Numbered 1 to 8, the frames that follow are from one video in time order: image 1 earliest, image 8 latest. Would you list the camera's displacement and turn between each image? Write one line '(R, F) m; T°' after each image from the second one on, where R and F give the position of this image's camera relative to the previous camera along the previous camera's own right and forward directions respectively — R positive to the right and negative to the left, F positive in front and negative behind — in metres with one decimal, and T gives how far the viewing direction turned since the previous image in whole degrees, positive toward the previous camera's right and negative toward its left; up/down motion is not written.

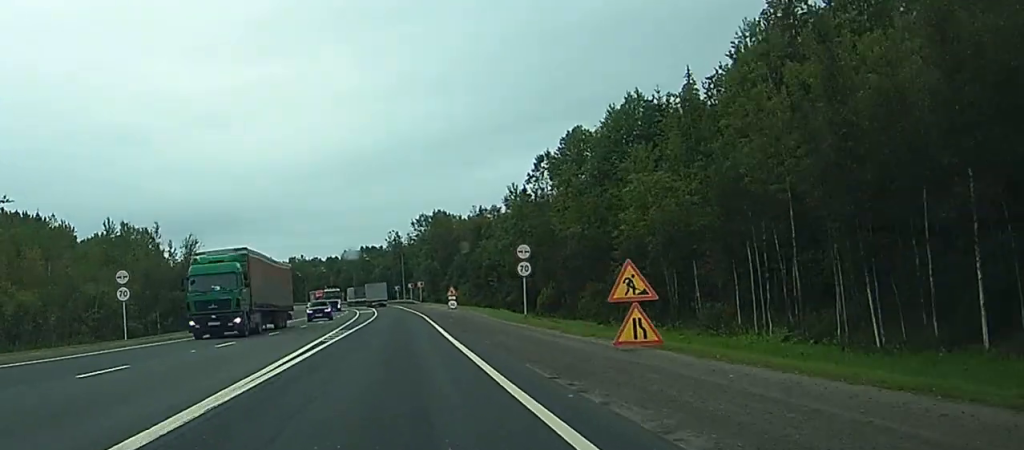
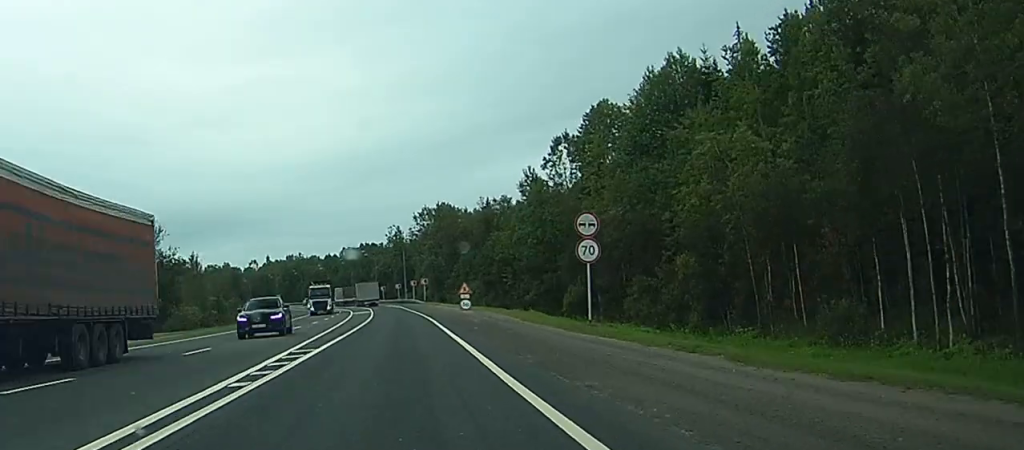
(0.0, +15.8) m; 0°
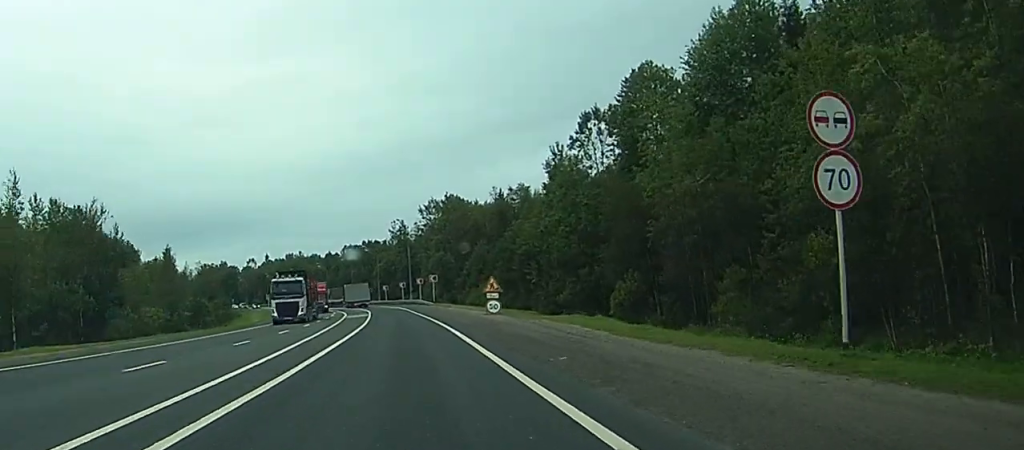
(0.0, +18.0) m; 0°
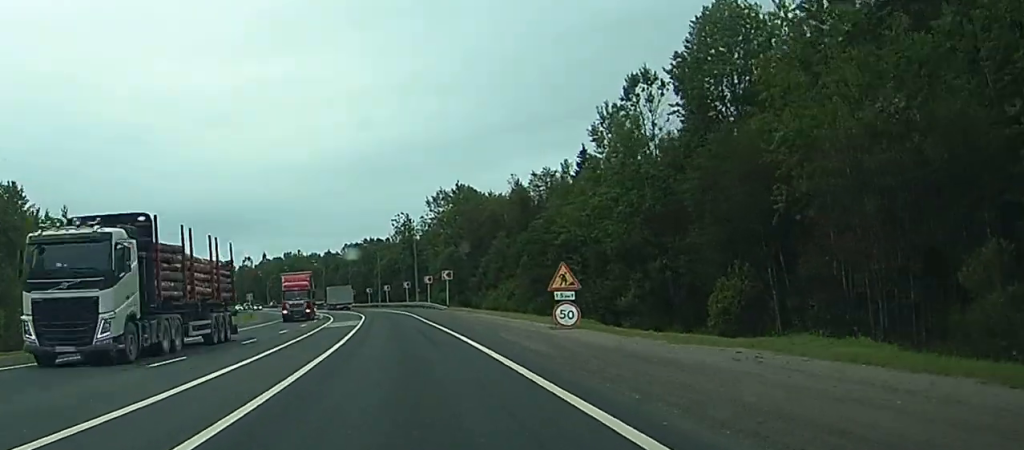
(-0.1, +21.7) m; 0°
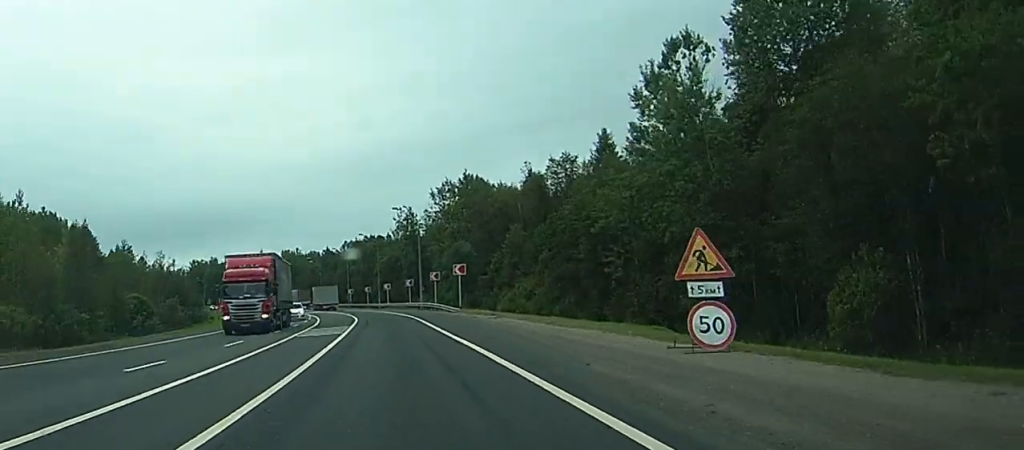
(0.0, +13.8) m; 0°
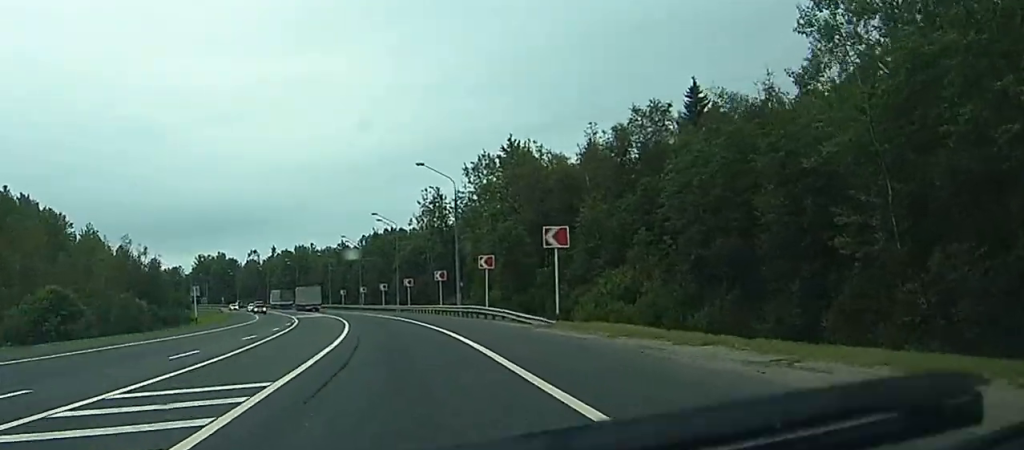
(-0.4, +32.3) m; -2°
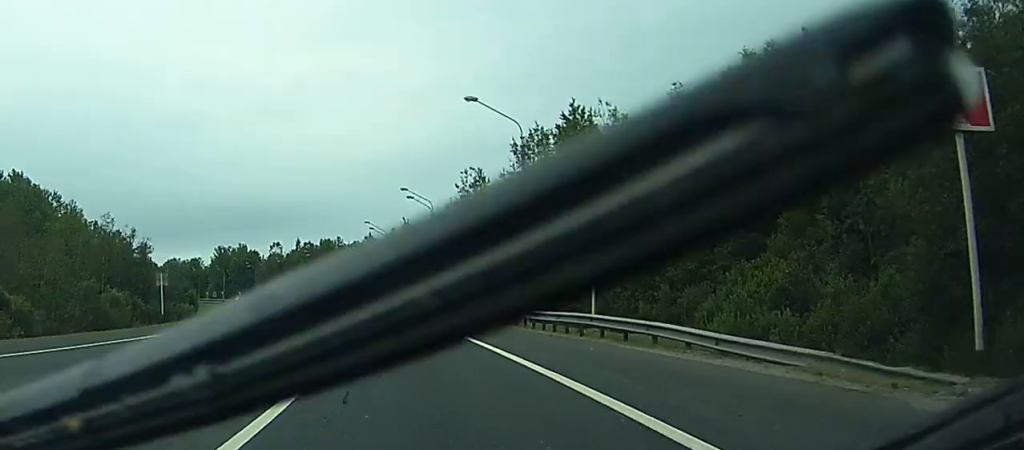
(-0.3, +21.4) m; -1°
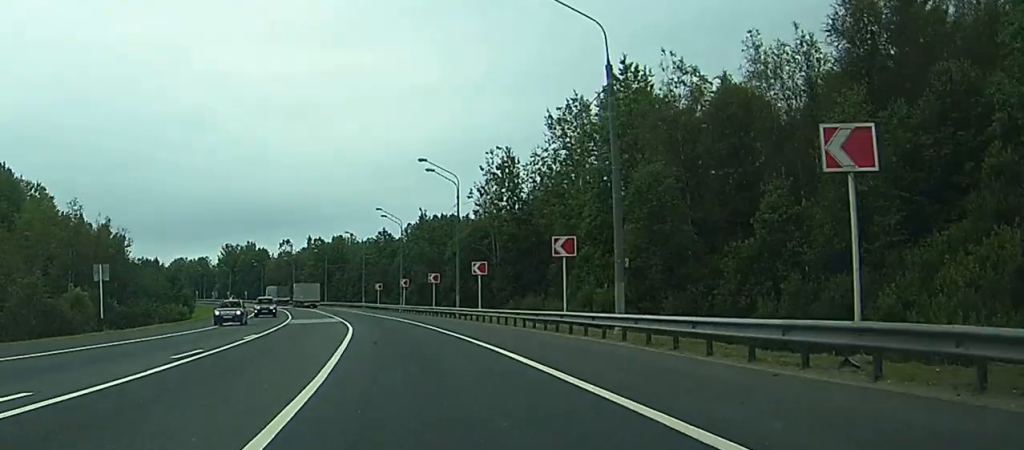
(0.0, +16.3) m; -1°
